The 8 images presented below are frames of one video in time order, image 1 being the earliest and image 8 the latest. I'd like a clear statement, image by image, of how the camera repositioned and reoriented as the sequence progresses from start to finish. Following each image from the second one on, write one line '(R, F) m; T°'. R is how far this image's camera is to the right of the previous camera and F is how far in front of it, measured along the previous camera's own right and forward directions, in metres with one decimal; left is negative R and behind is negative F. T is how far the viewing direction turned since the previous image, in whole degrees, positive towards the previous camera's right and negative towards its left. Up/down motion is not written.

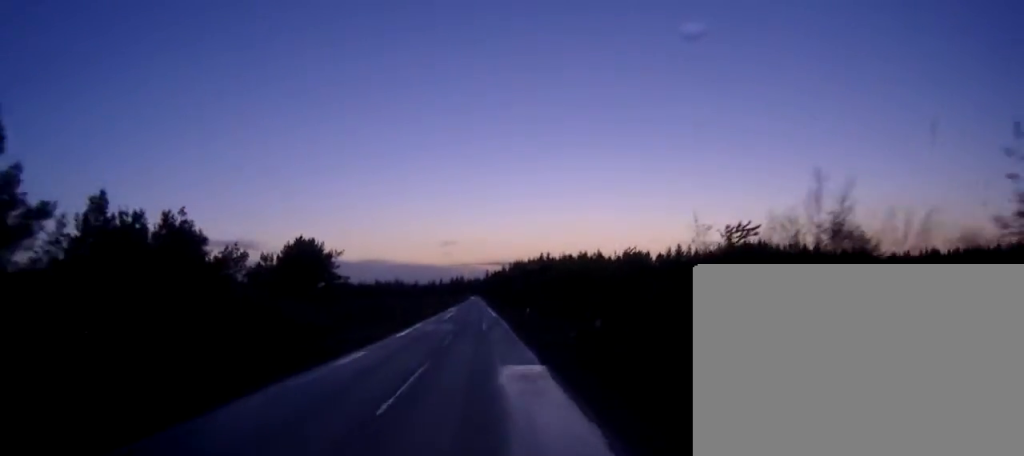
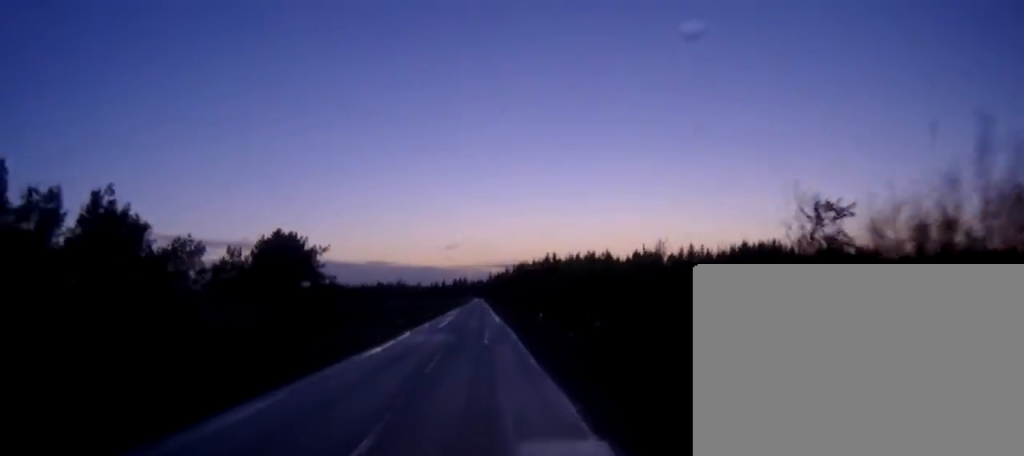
(0.0, +9.3) m; 0°
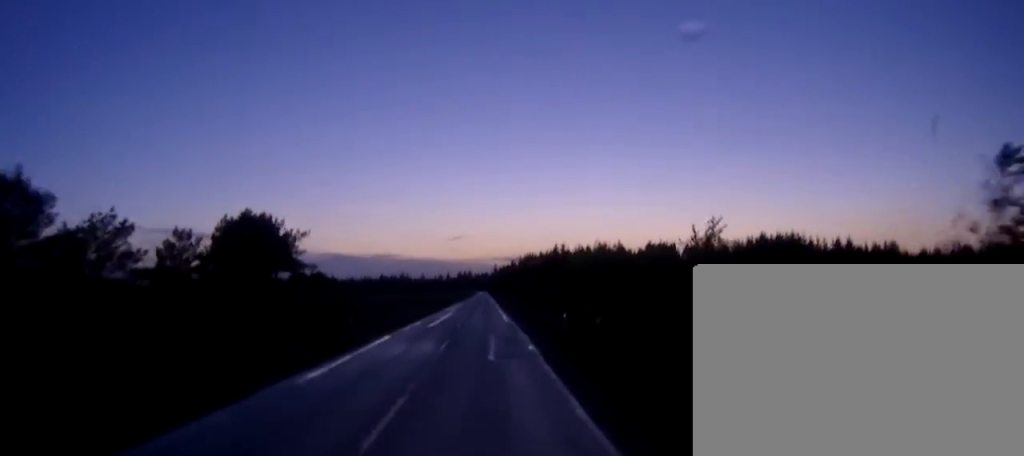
(0.0, +10.7) m; 0°
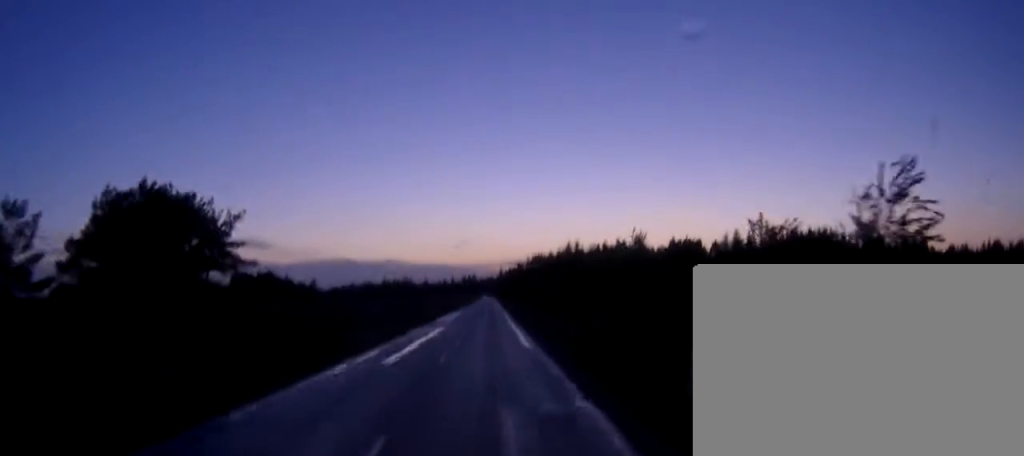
(-0.1, +18.6) m; 0°
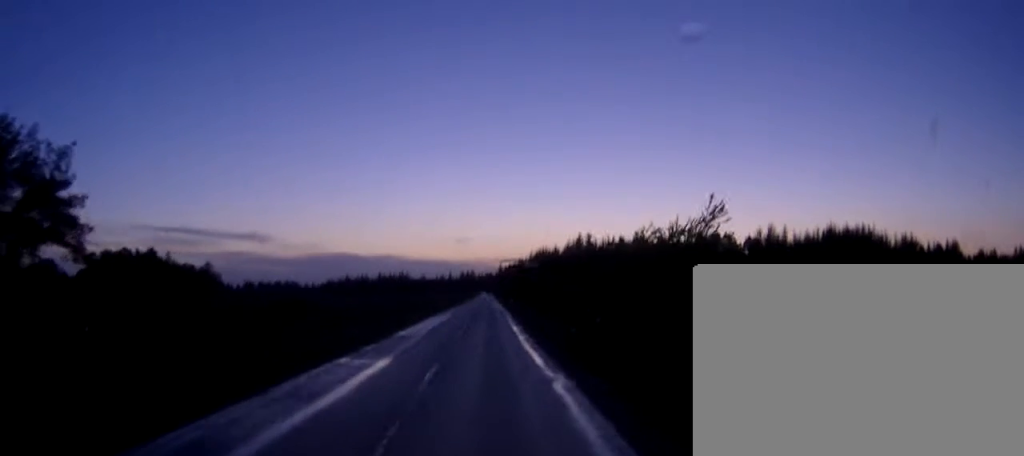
(0.0, +21.4) m; 0°
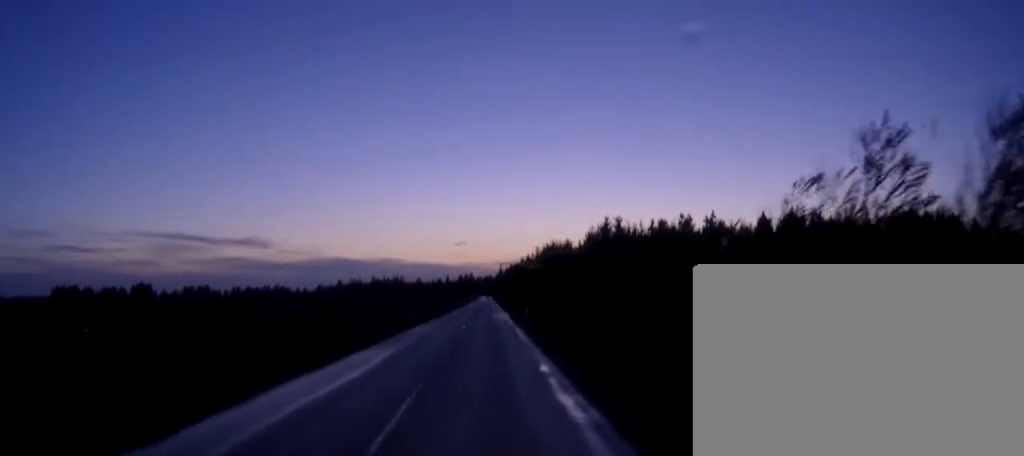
(+0.2, +35.5) m; 0°
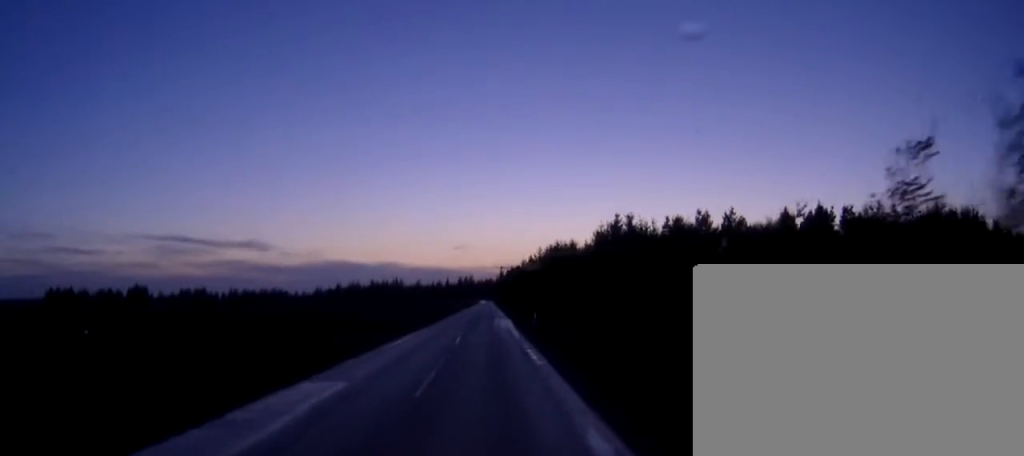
(0.0, +8.8) m; 0°
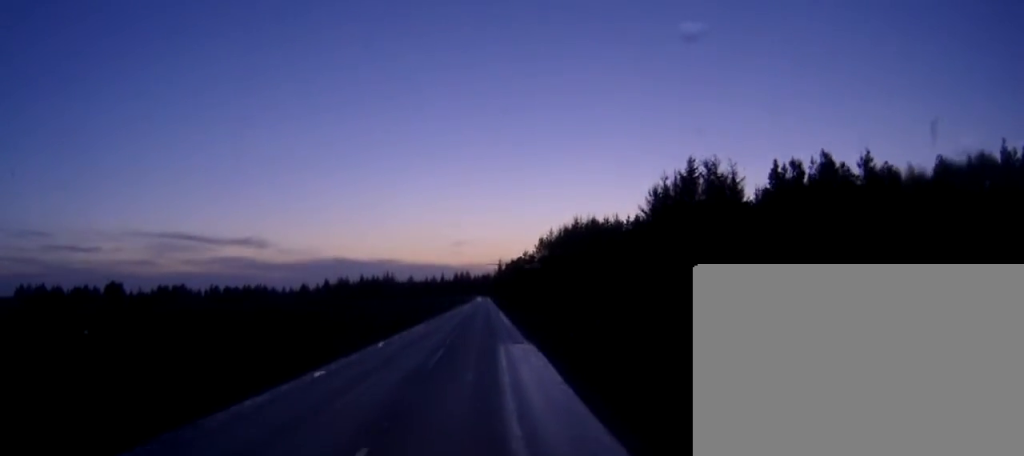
(-0.2, +40.7) m; 0°
